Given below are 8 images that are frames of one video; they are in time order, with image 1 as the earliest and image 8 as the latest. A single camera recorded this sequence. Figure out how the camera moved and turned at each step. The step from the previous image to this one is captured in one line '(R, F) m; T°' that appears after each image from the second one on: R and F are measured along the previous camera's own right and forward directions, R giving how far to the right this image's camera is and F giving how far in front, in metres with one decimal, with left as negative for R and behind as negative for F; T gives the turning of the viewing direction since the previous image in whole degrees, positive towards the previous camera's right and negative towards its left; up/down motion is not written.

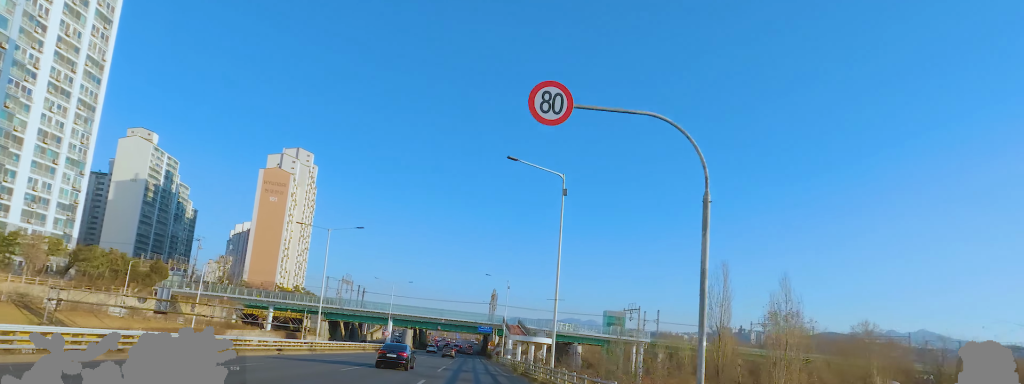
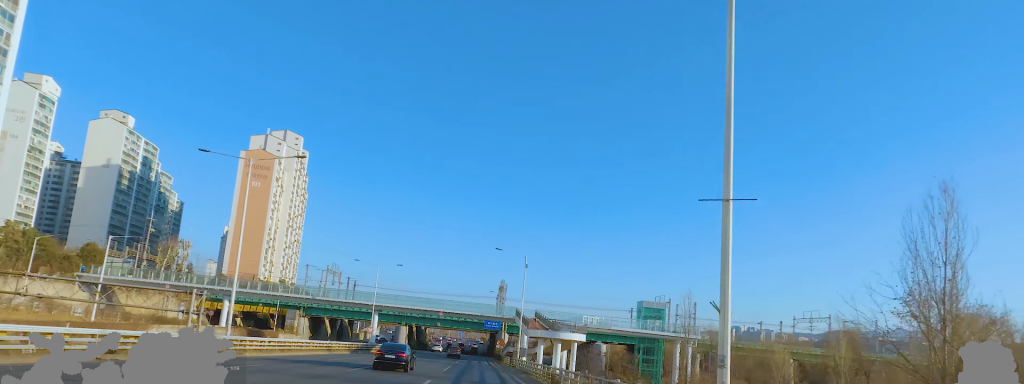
(-0.7, +19.4) m; +1°
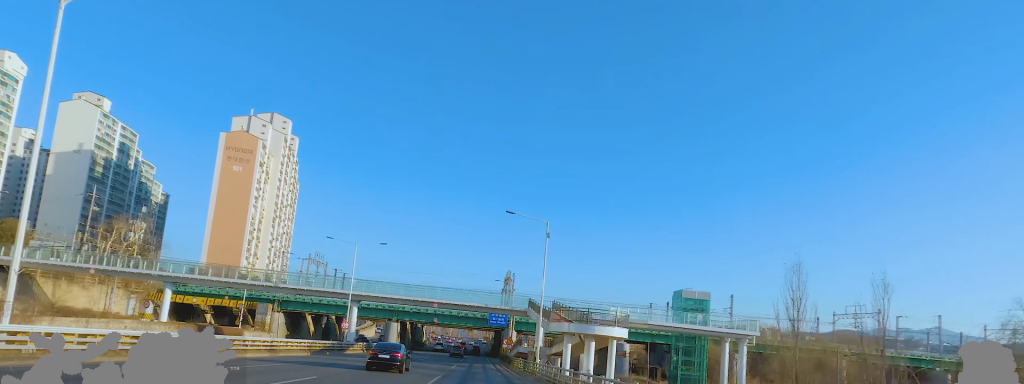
(+1.1, +15.2) m; +2°
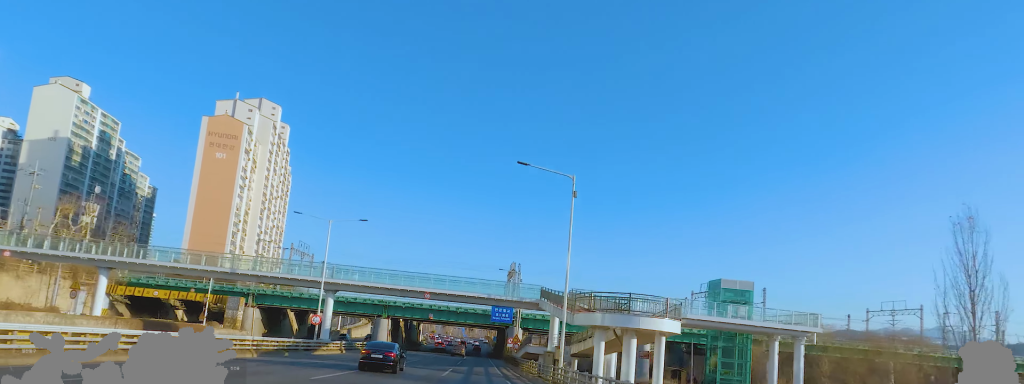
(-0.3, +10.9) m; 0°
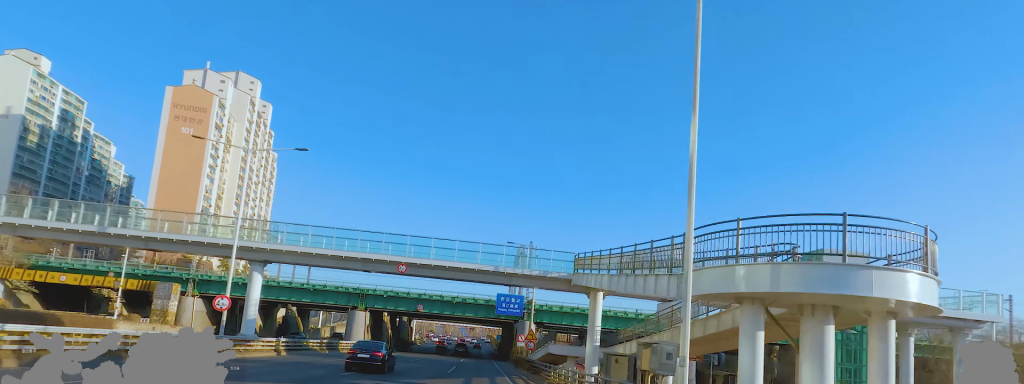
(-0.2, +17.5) m; -1°
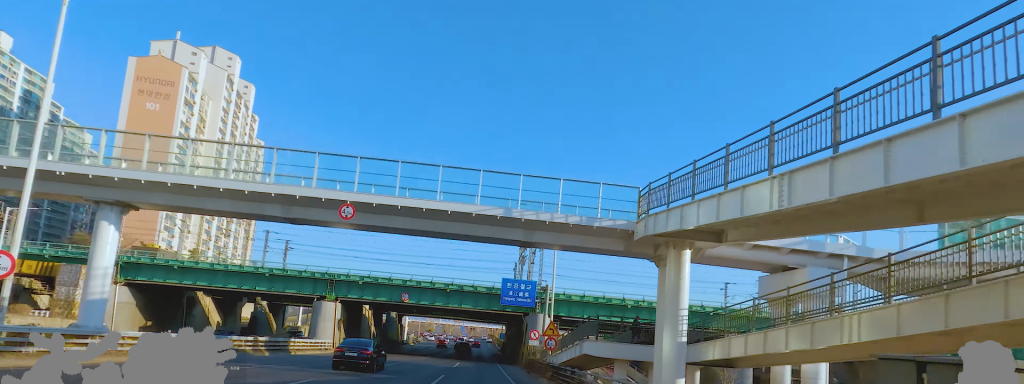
(+0.7, +13.8) m; -2°
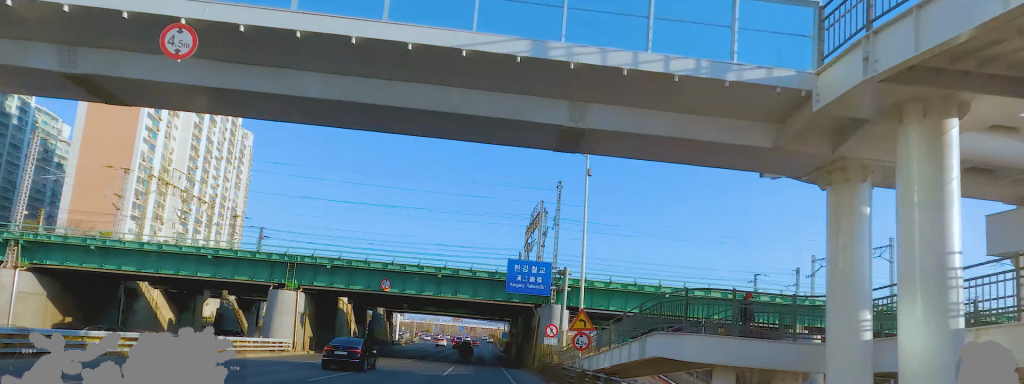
(-0.7, +10.8) m; 0°
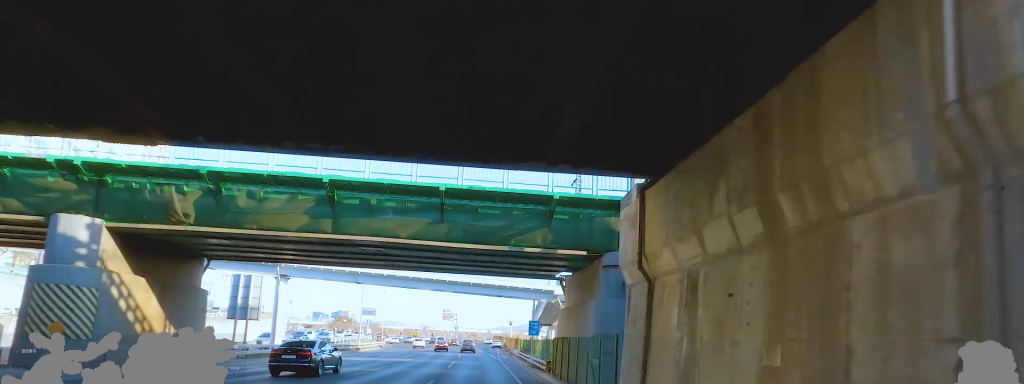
(+1.0, +55.2) m; 0°
